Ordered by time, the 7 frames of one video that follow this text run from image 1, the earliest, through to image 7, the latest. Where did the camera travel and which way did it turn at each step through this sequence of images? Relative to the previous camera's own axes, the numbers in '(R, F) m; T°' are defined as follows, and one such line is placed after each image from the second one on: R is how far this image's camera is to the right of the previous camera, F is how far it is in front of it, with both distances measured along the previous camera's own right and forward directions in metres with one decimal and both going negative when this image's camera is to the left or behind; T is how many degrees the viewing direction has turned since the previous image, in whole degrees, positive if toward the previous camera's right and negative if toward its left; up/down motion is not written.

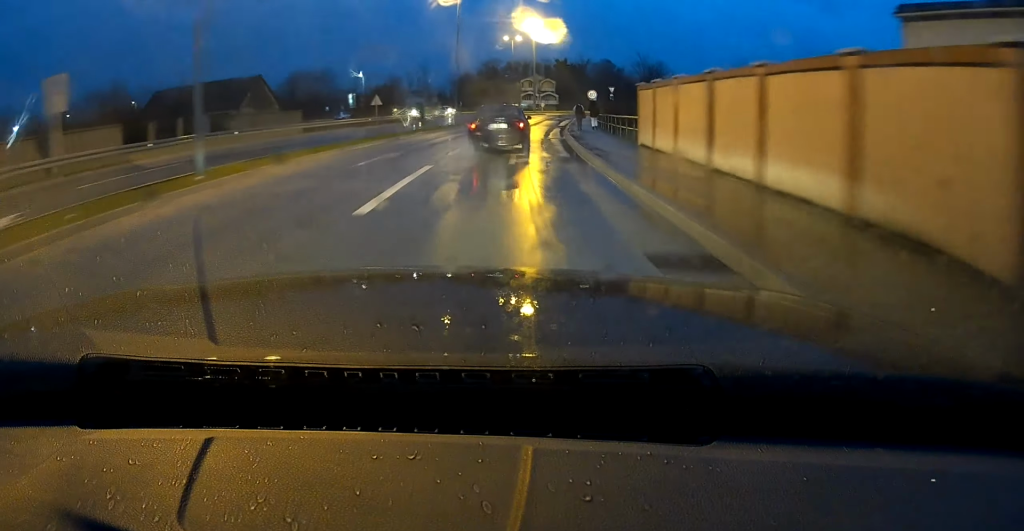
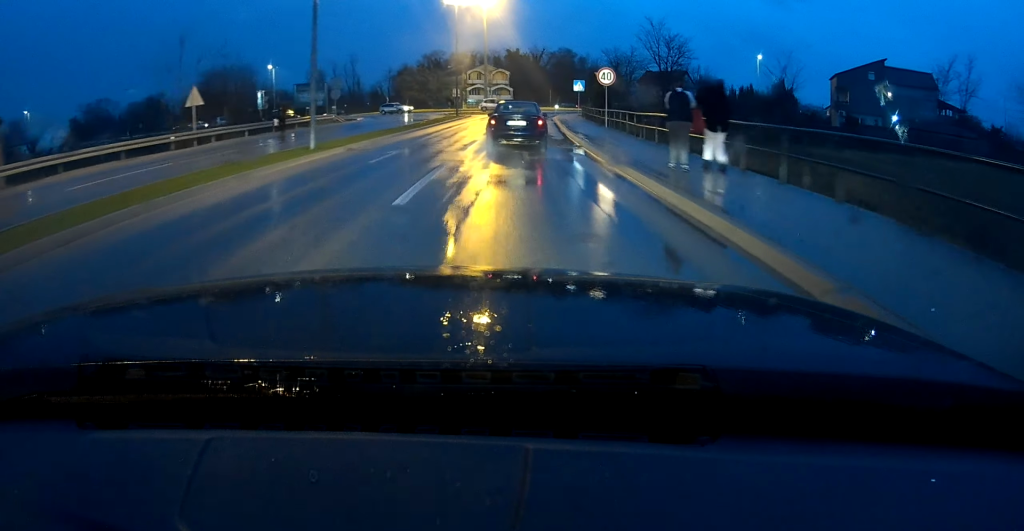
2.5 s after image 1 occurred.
(+1.5, +26.9) m; +6°
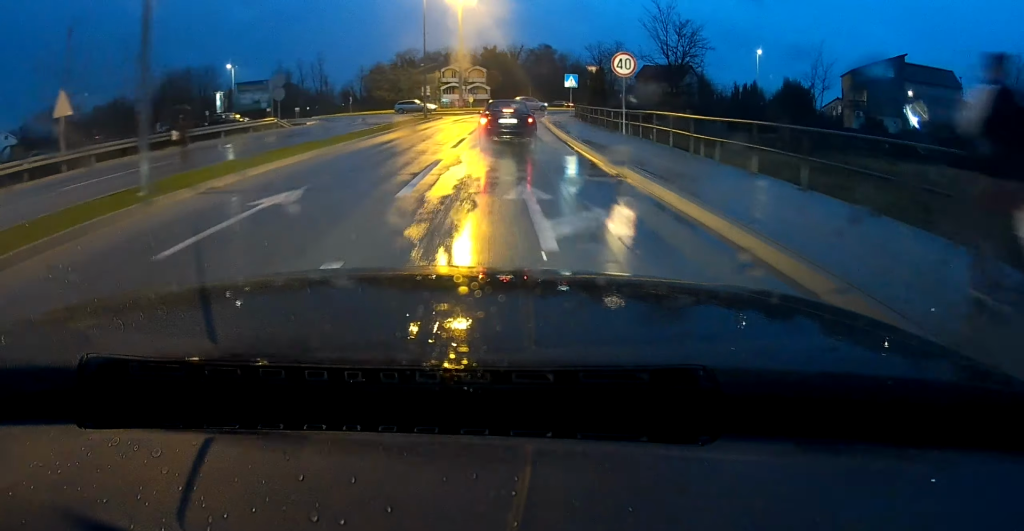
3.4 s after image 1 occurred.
(+0.2, +8.8) m; +2°
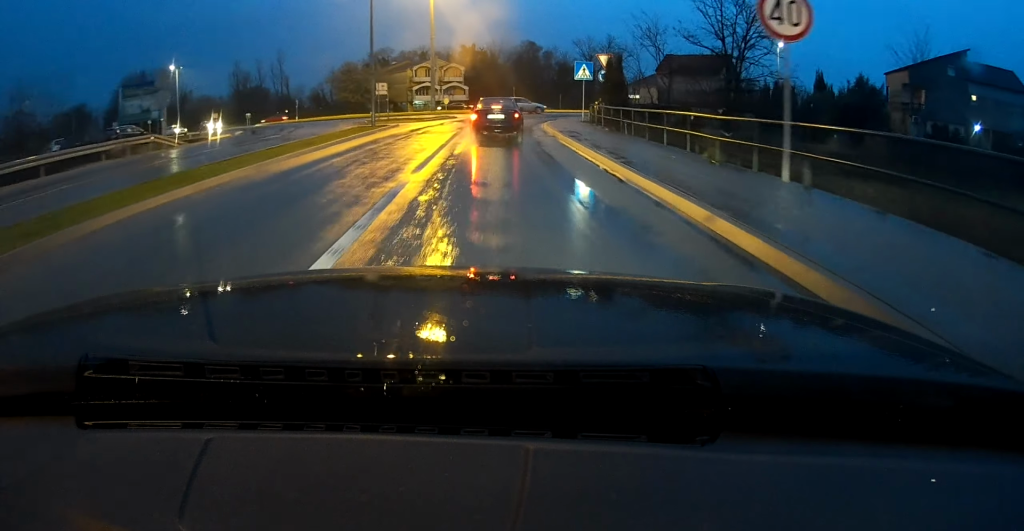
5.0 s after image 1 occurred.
(+0.3, +13.2) m; +2°
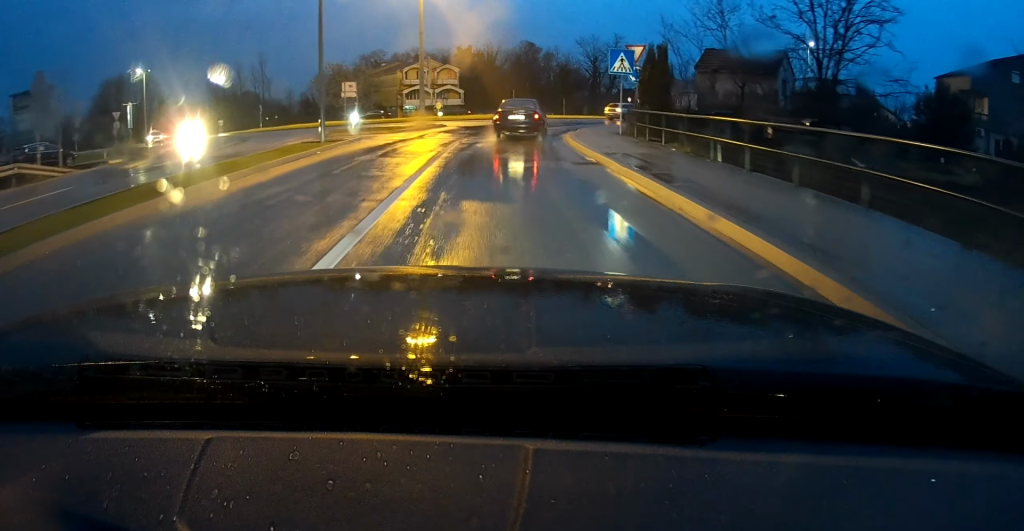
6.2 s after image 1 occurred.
(+0.1, +9.1) m; +1°
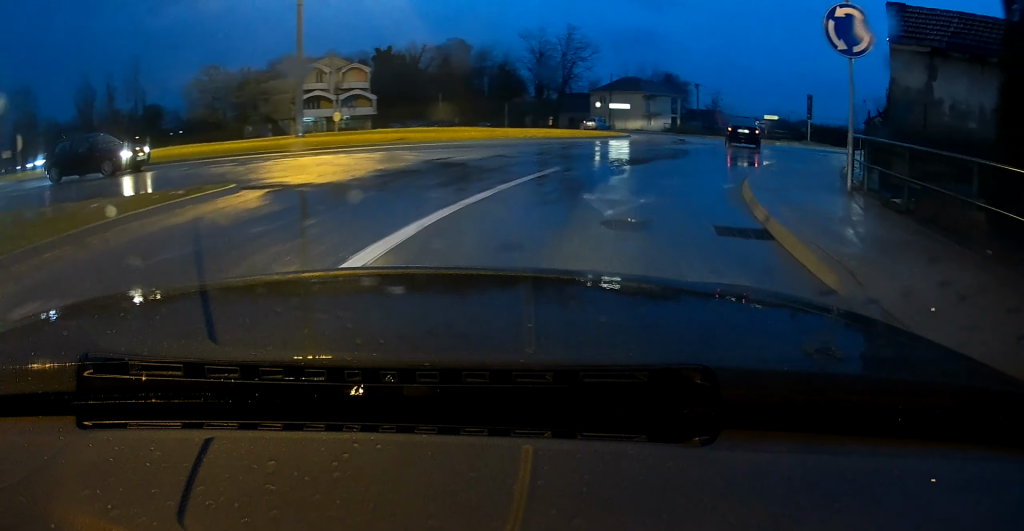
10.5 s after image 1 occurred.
(+1.6, +23.9) m; +15°
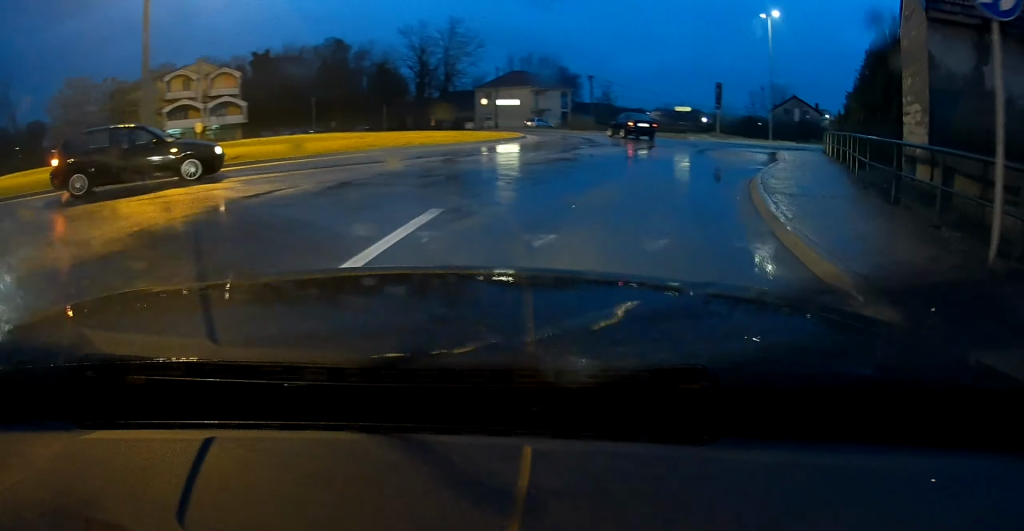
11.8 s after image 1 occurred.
(+0.2, +6.3) m; +9°
